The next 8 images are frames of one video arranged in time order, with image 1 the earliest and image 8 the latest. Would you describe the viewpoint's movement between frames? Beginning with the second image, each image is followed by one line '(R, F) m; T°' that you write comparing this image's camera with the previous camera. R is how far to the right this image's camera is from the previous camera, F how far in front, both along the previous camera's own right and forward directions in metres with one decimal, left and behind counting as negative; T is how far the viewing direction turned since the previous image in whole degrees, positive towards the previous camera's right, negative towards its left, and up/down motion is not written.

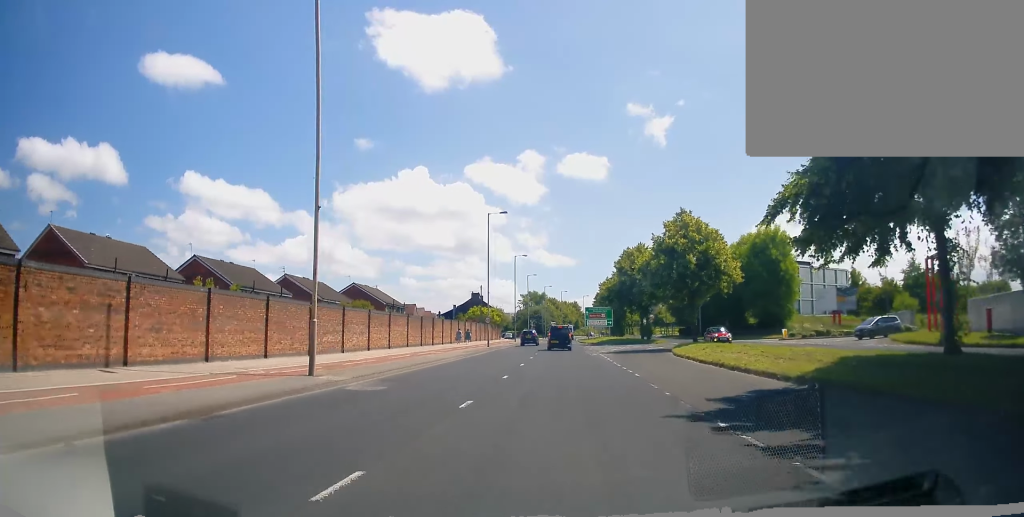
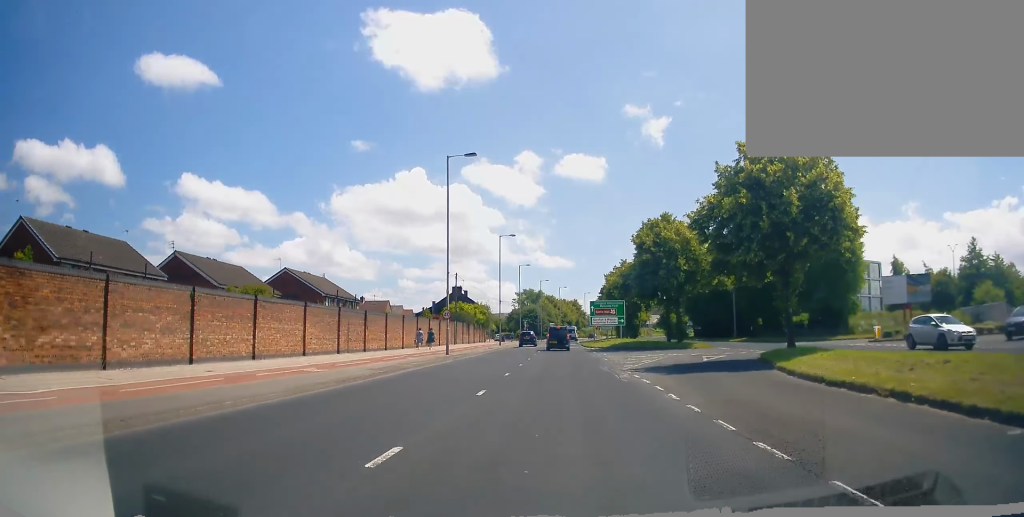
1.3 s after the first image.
(-0.1, +18.7) m; -1°
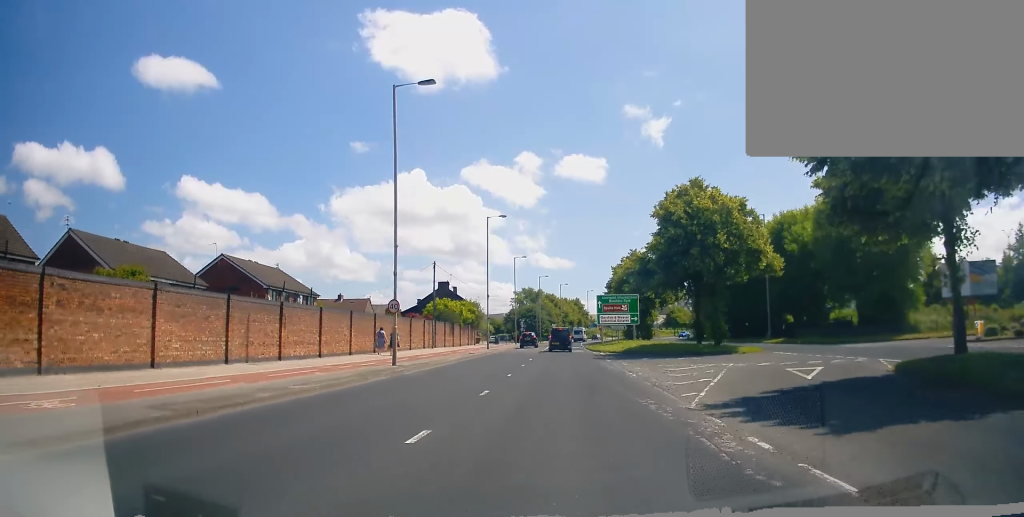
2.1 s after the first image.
(-0.3, +11.5) m; +1°
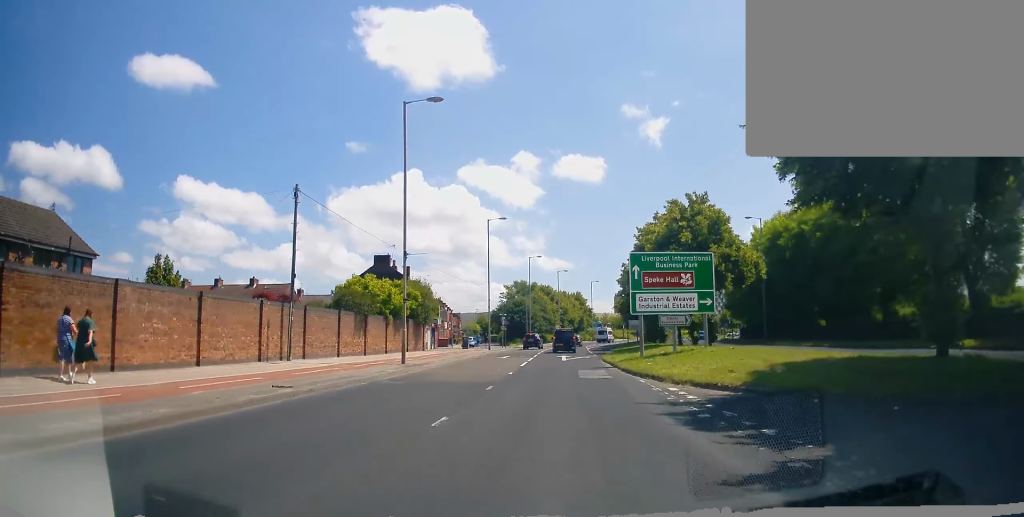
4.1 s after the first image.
(+0.2, +28.2) m; -2°
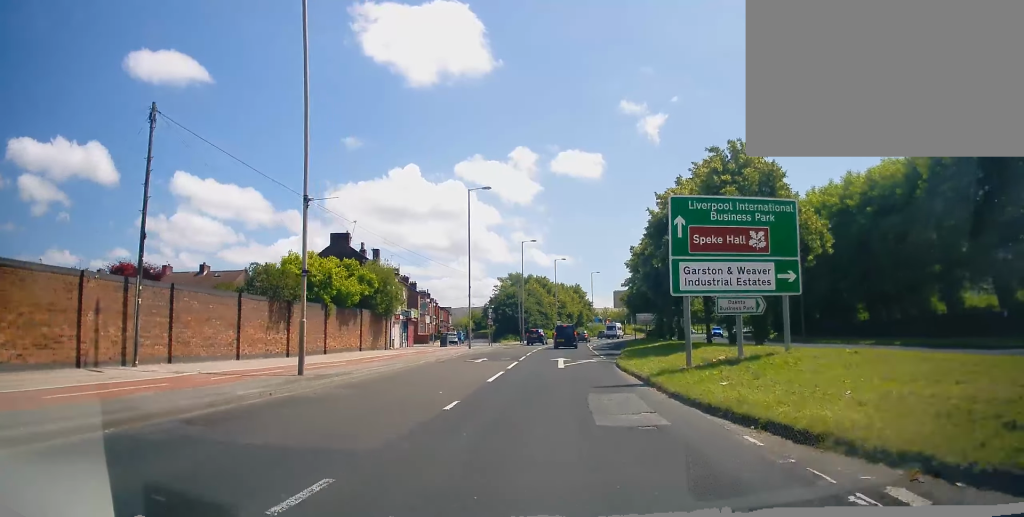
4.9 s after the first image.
(0.0, +10.3) m; +1°
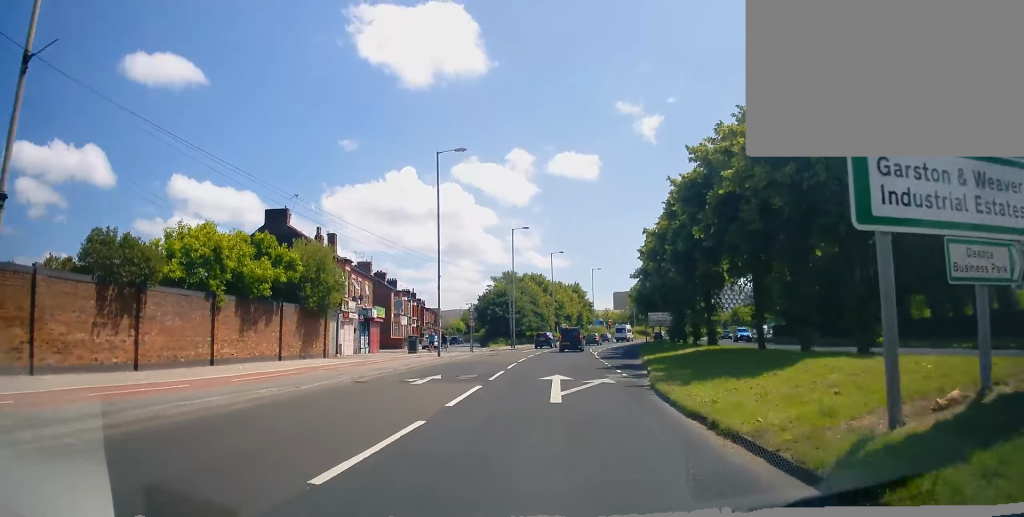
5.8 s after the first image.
(+0.2, +10.4) m; +2°
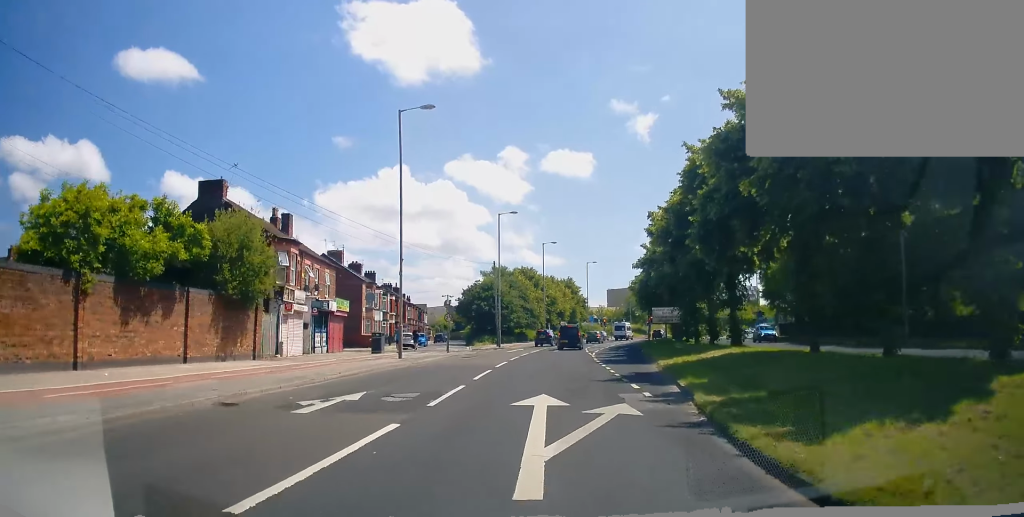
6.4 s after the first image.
(+0.1, +6.8) m; +1°
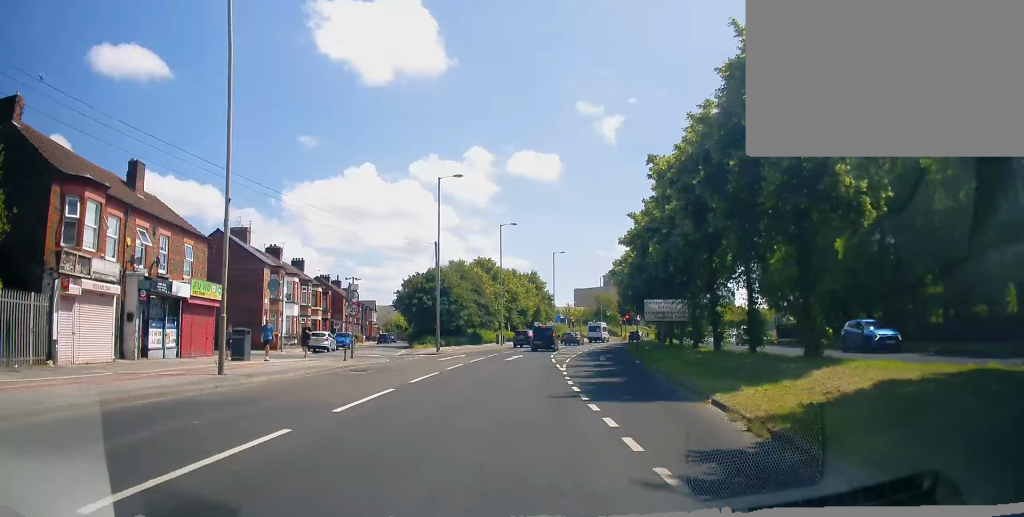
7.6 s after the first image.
(+0.2, +13.1) m; +2°
